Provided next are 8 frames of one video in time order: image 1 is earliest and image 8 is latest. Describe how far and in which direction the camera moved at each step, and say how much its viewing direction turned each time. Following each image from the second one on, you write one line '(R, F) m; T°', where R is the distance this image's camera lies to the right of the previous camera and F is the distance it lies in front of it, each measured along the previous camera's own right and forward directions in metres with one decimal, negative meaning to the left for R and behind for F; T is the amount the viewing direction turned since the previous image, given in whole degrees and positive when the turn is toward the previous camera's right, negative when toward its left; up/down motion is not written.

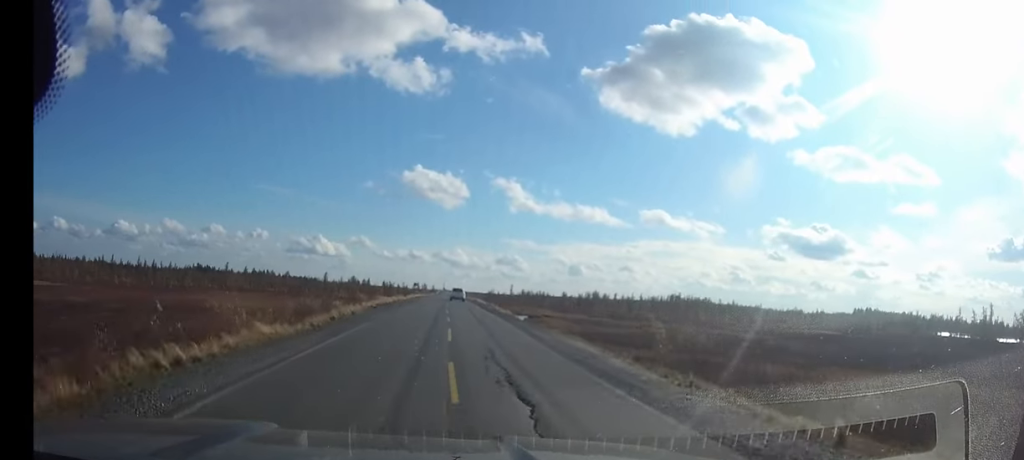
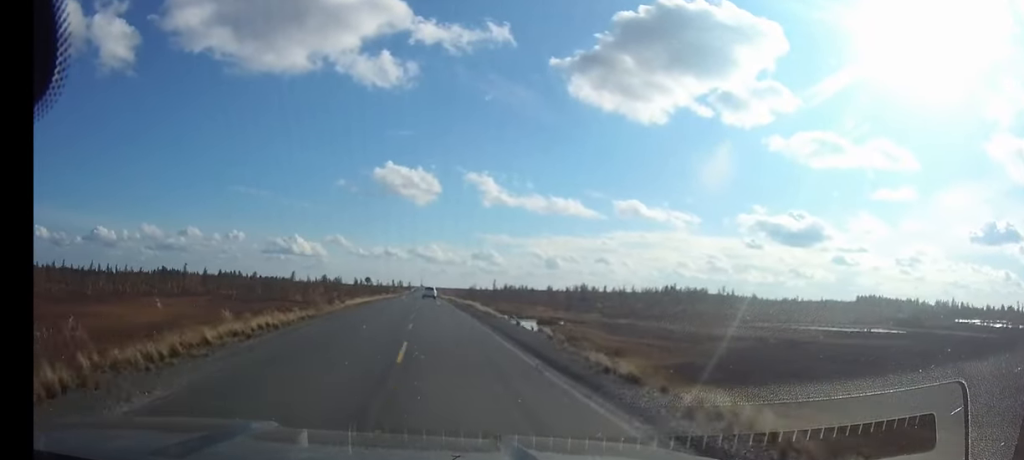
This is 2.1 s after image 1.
(+0.5, +41.9) m; +1°
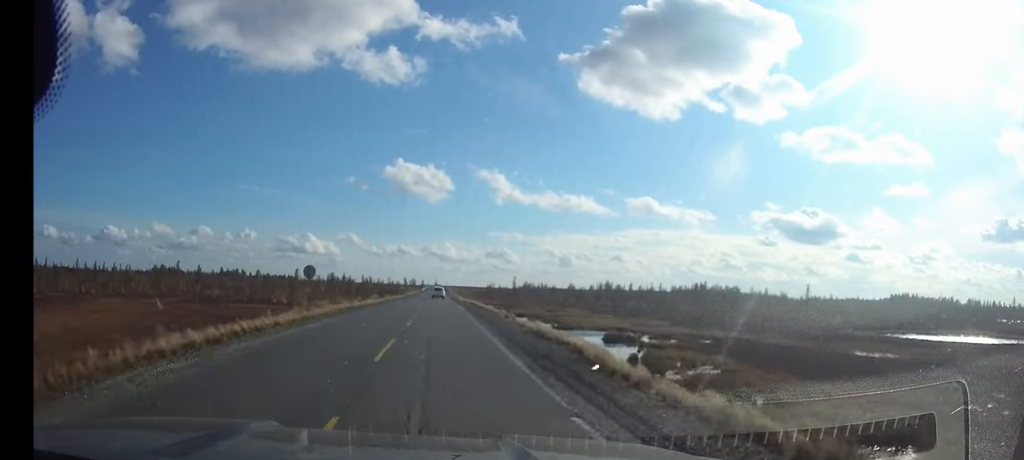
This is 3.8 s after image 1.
(-0.1, +33.4) m; 0°
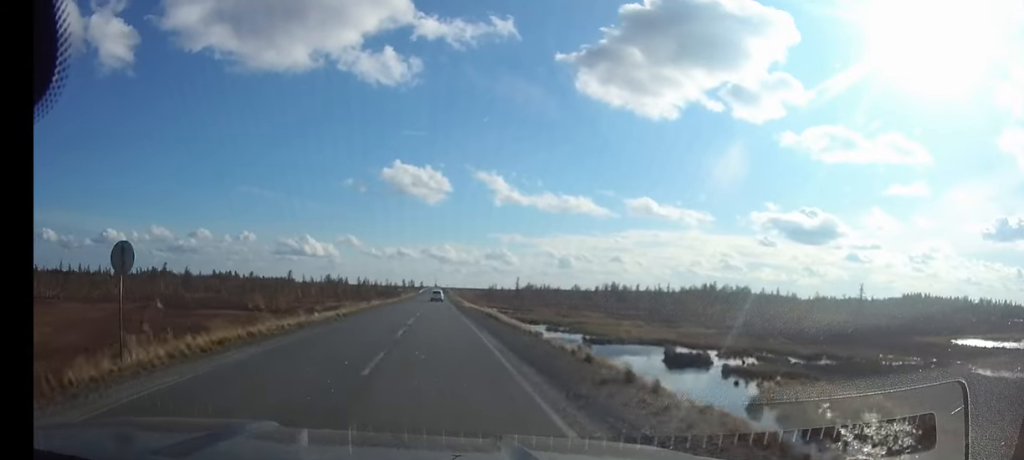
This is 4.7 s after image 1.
(0.0, +20.0) m; 0°
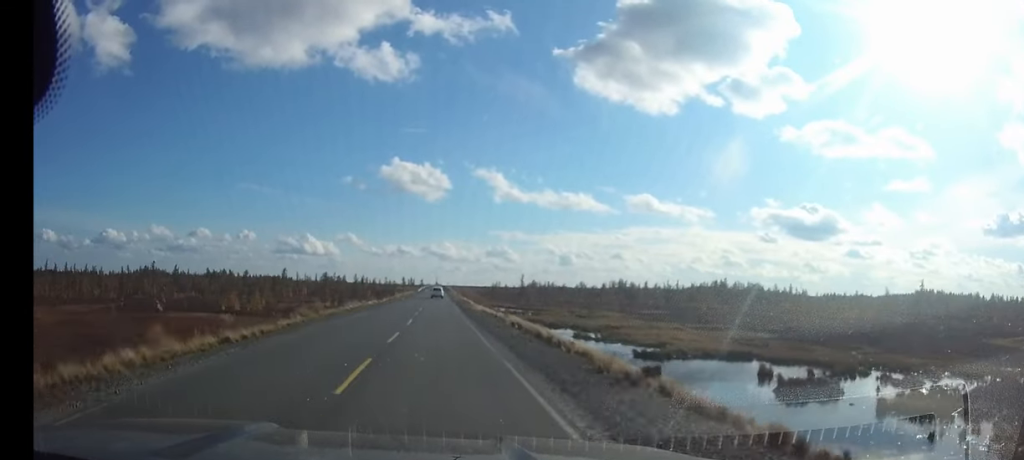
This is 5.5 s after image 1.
(0.0, +18.0) m; 0°
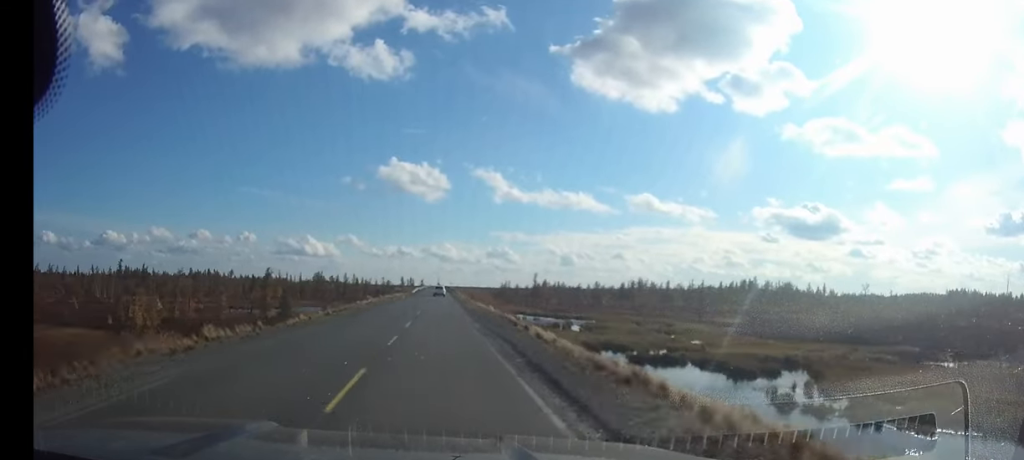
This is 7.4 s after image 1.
(0.0, +42.4) m; 0°
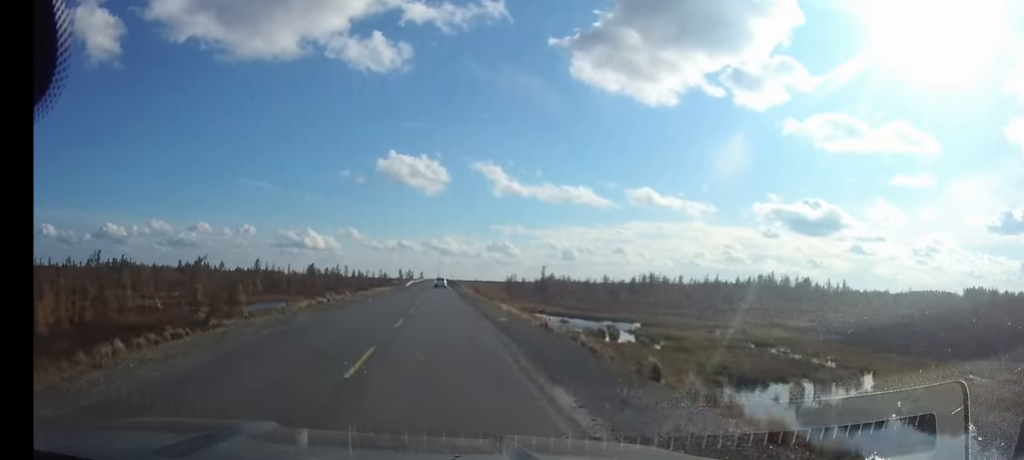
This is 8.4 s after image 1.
(0.0, +23.3) m; 0°
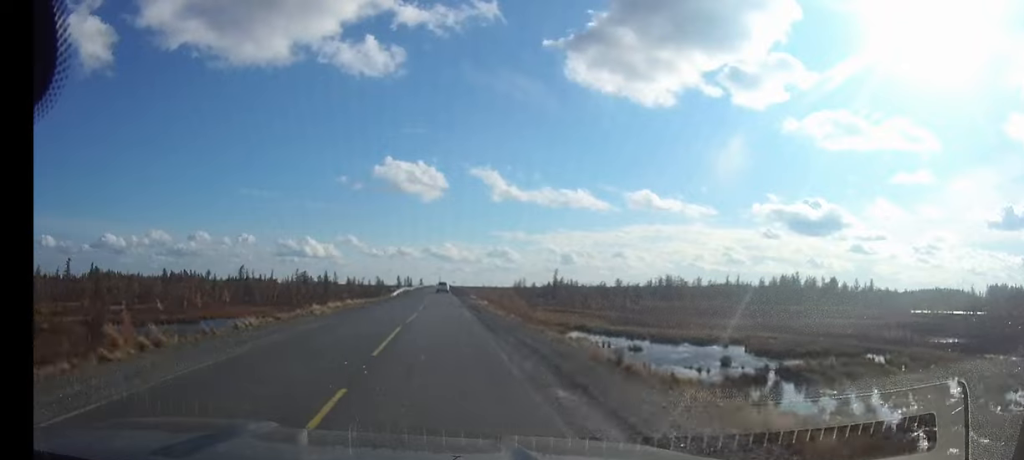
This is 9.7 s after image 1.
(0.0, +29.7) m; 0°
